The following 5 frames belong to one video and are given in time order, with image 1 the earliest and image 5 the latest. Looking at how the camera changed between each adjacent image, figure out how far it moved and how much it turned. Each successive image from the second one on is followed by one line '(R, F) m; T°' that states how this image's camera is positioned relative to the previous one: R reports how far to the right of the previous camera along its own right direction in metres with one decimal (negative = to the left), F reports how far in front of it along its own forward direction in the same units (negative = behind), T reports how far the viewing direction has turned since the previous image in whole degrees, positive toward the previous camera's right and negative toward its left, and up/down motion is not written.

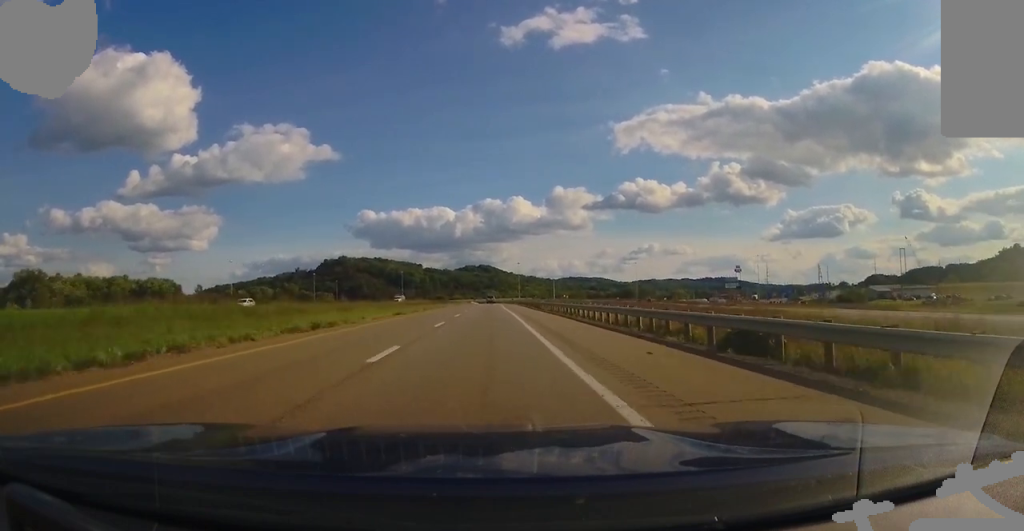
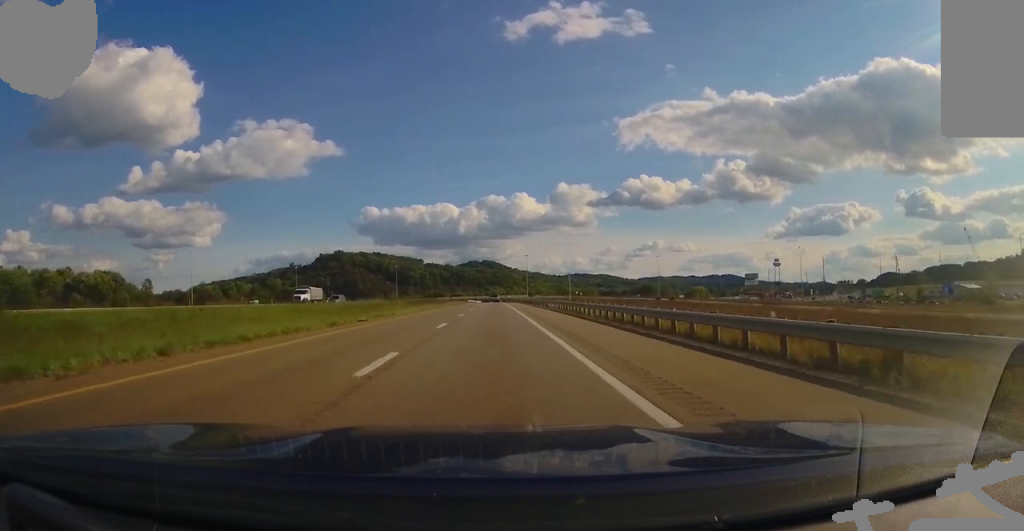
(-0.5, +51.0) m; -1°
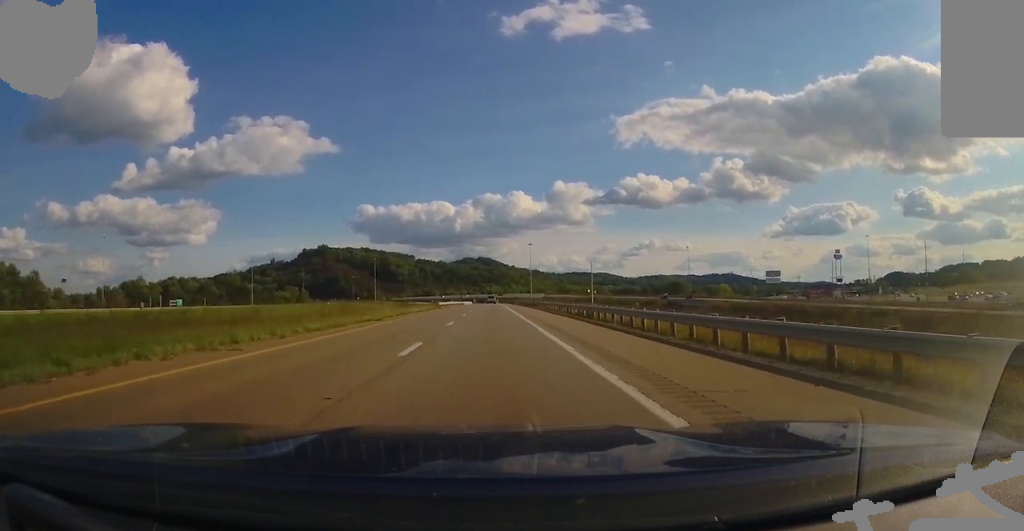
(+0.9, +70.4) m; +1°
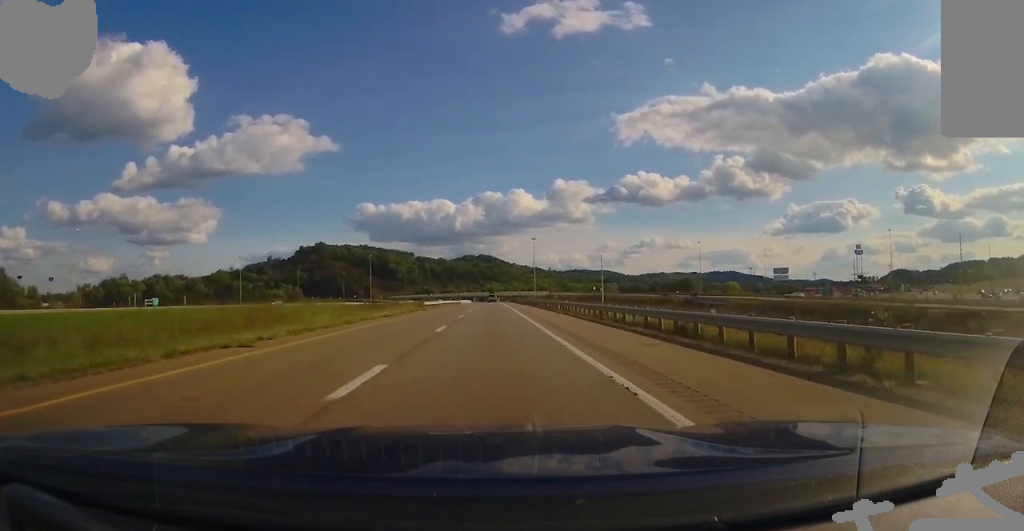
(0.0, +17.5) m; 0°
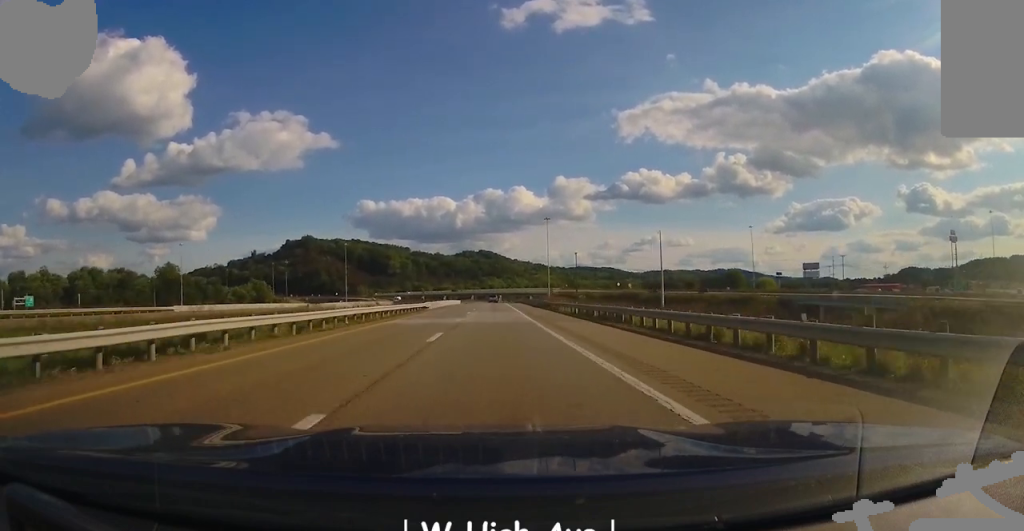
(+0.1, +65.3) m; 0°
